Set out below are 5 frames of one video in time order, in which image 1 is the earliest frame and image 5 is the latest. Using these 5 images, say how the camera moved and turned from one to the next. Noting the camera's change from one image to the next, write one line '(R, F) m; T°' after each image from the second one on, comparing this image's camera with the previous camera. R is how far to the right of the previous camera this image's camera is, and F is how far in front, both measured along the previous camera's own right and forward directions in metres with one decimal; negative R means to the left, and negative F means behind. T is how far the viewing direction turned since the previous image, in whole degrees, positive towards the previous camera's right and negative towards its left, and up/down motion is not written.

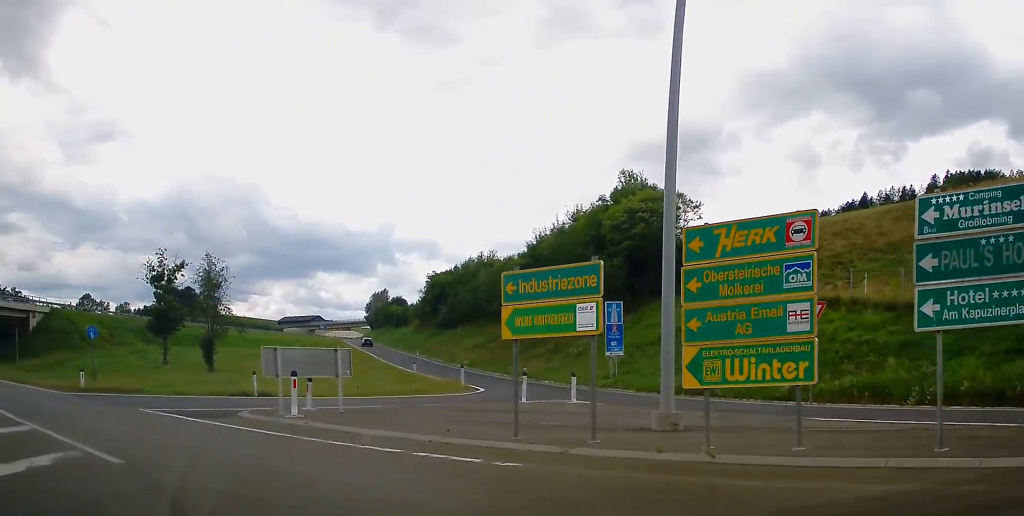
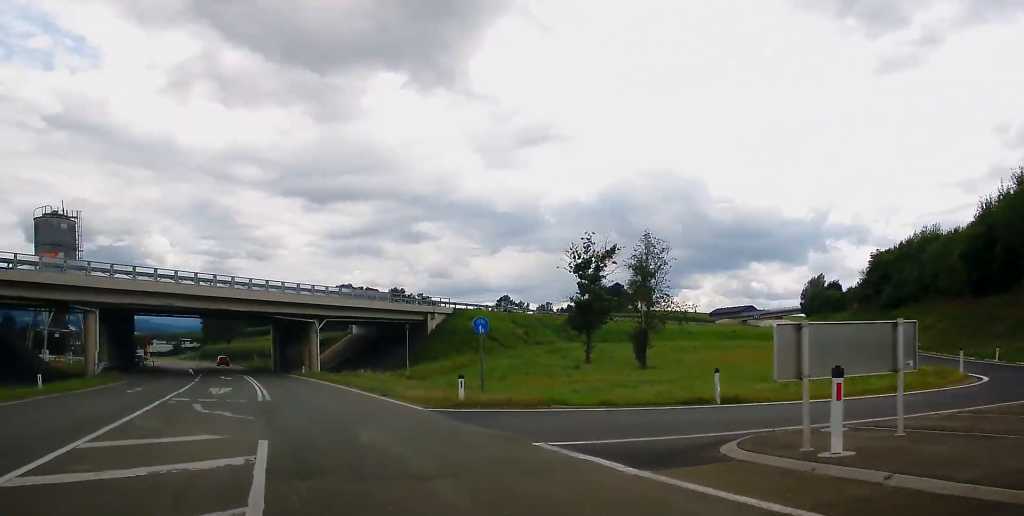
(-1.6, +8.2) m; -19°
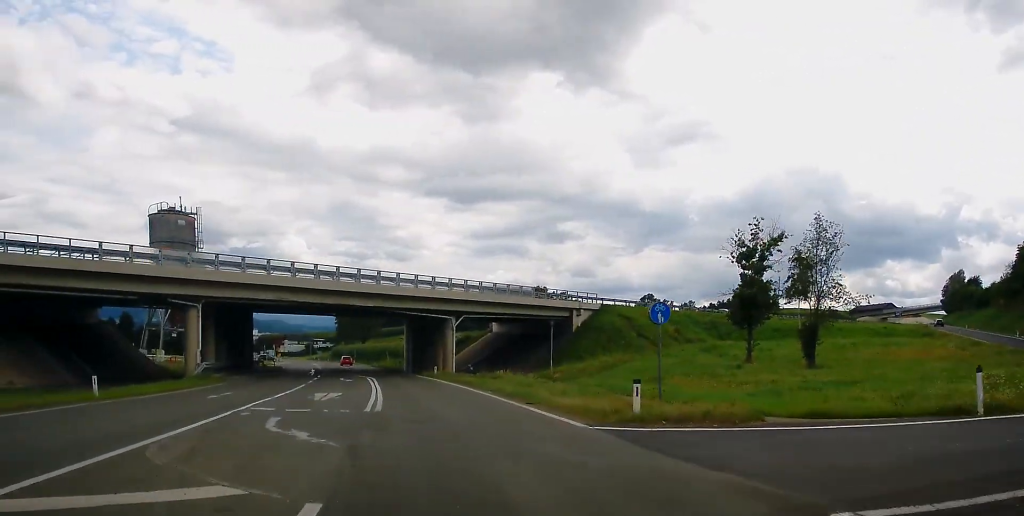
(-0.4, +5.8) m; -3°
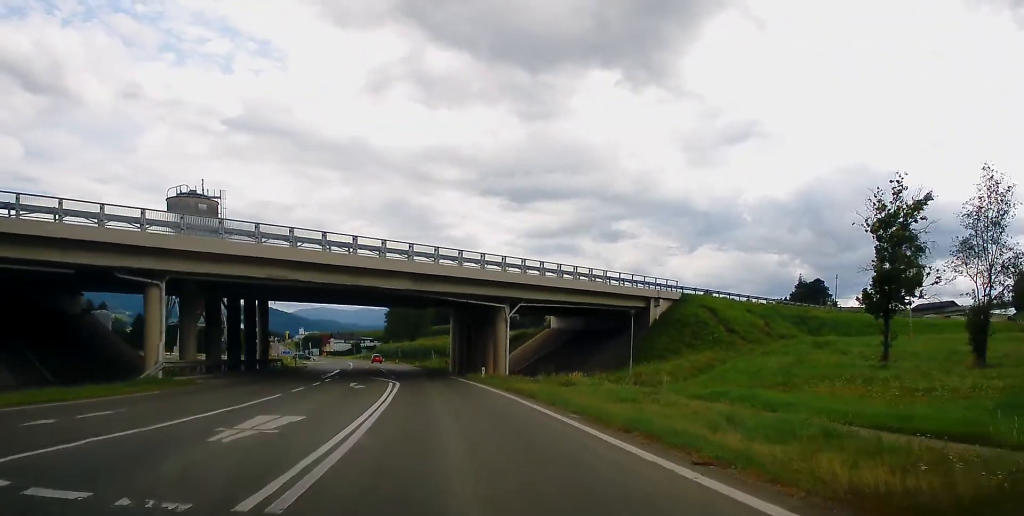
(-0.6, +13.3) m; -5°
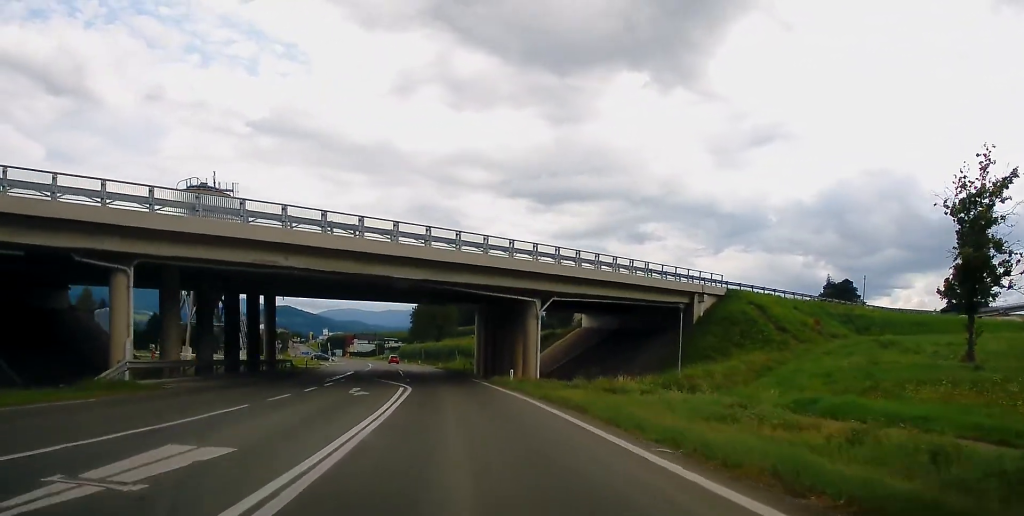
(-0.2, +6.4) m; -1°
